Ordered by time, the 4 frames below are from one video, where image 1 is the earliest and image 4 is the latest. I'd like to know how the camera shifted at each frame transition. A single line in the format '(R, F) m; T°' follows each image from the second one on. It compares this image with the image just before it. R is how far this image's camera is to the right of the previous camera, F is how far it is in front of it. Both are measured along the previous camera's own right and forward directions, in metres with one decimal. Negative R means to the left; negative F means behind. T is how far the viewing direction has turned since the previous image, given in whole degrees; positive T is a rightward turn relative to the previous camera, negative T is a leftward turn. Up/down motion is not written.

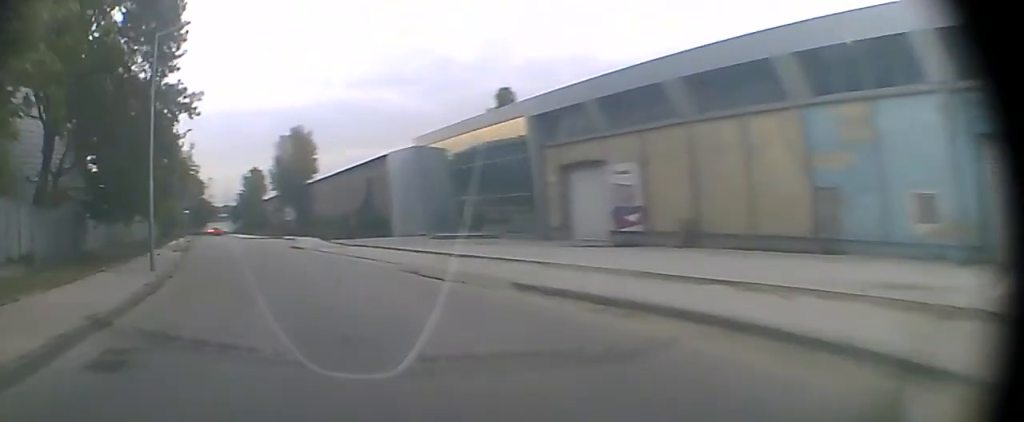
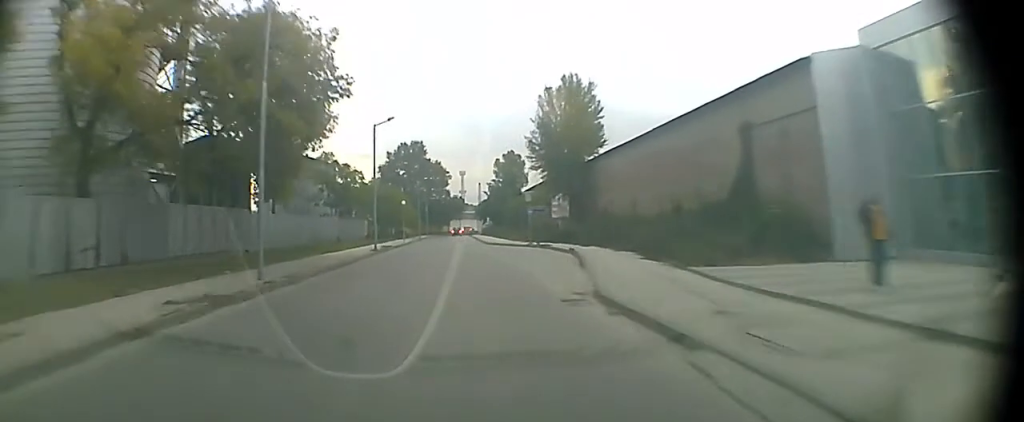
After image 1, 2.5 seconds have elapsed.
(-7.3, +32.5) m; -19°
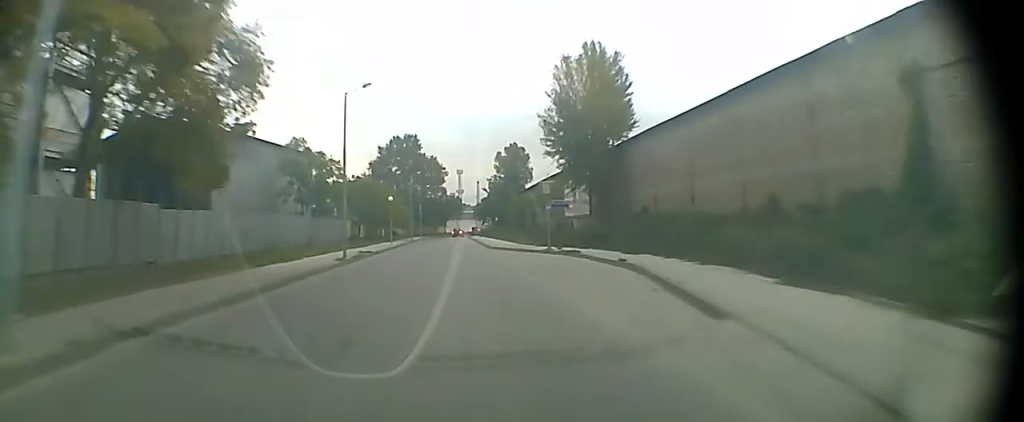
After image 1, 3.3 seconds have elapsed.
(-0.5, +11.4) m; -3°
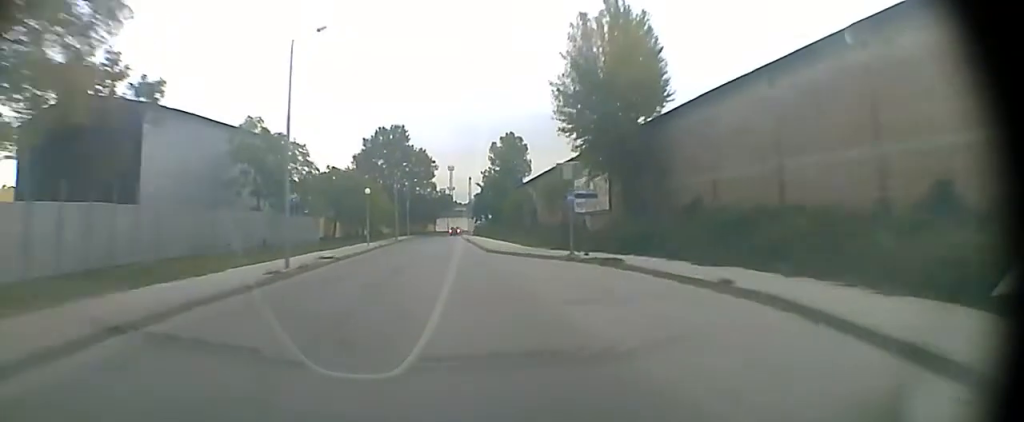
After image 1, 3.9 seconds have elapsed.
(0.0, +9.8) m; 0°
